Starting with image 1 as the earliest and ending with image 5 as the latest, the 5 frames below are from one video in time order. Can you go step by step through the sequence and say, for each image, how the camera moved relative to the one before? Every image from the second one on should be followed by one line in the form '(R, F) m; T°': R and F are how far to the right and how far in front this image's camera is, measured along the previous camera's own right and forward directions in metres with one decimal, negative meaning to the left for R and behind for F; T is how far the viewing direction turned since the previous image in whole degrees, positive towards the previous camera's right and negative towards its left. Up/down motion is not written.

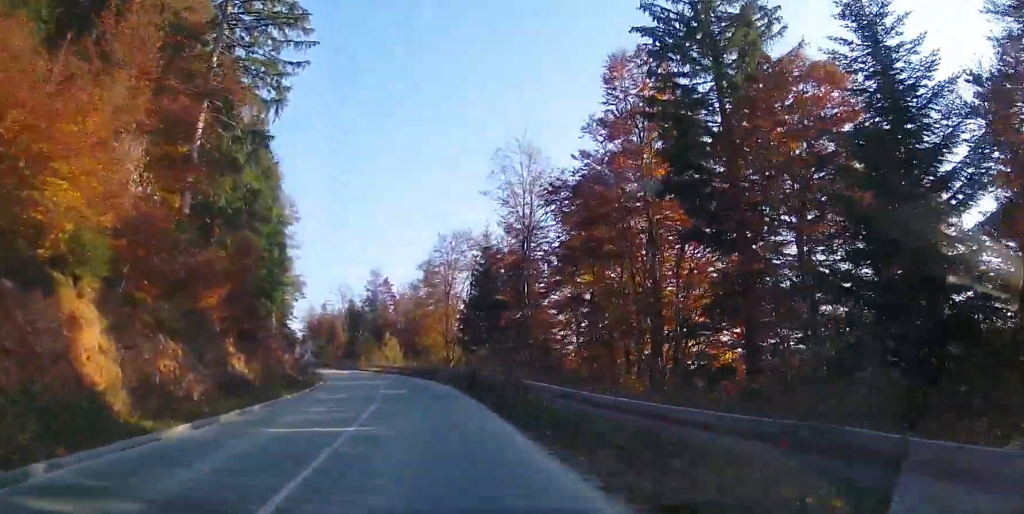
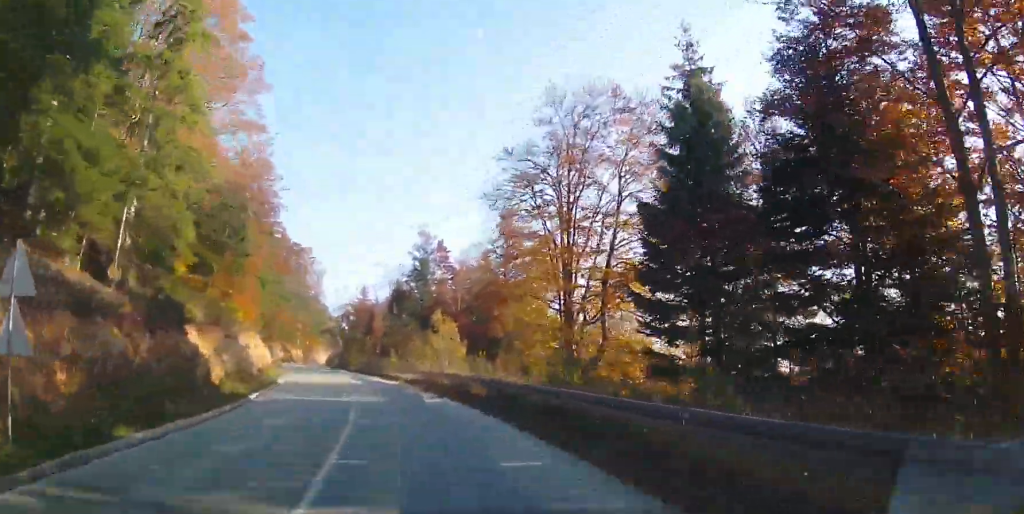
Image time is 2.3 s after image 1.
(0.0, +34.3) m; -3°
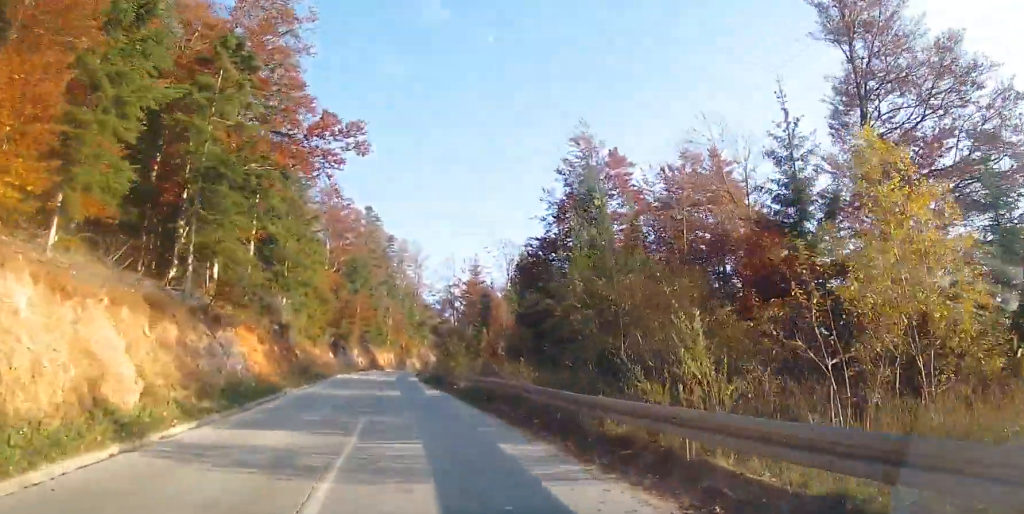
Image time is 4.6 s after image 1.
(-3.7, +36.5) m; -9°
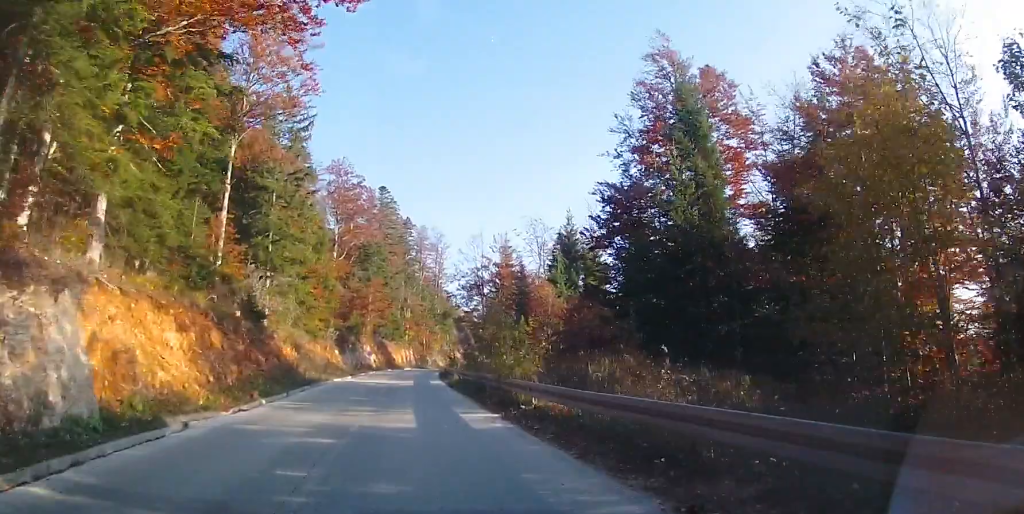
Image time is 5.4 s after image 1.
(-0.1, +12.8) m; -2°
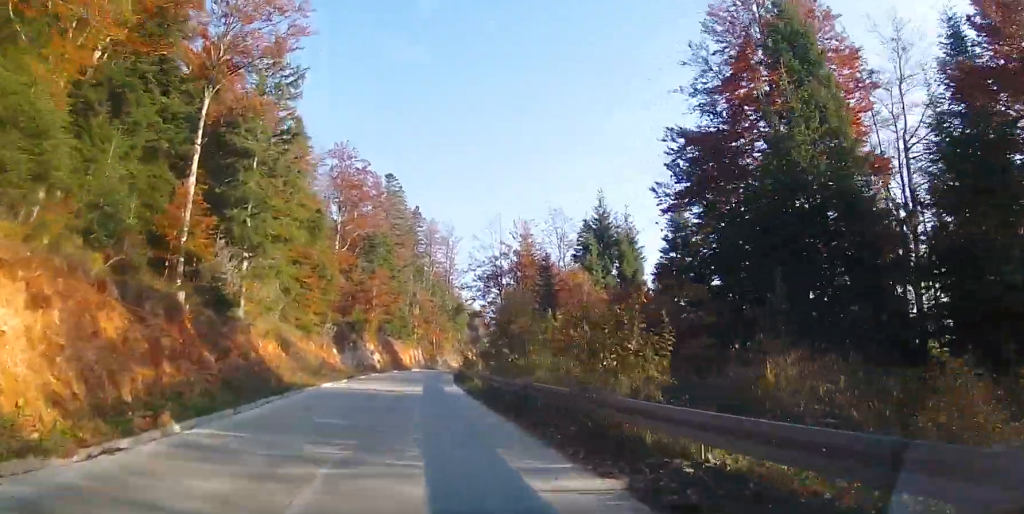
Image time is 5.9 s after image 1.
(0.0, +8.1) m; -1°
